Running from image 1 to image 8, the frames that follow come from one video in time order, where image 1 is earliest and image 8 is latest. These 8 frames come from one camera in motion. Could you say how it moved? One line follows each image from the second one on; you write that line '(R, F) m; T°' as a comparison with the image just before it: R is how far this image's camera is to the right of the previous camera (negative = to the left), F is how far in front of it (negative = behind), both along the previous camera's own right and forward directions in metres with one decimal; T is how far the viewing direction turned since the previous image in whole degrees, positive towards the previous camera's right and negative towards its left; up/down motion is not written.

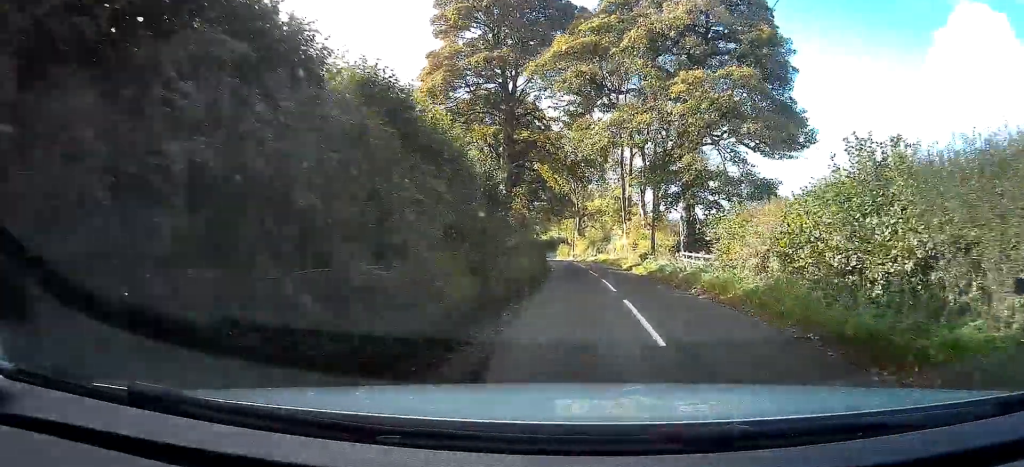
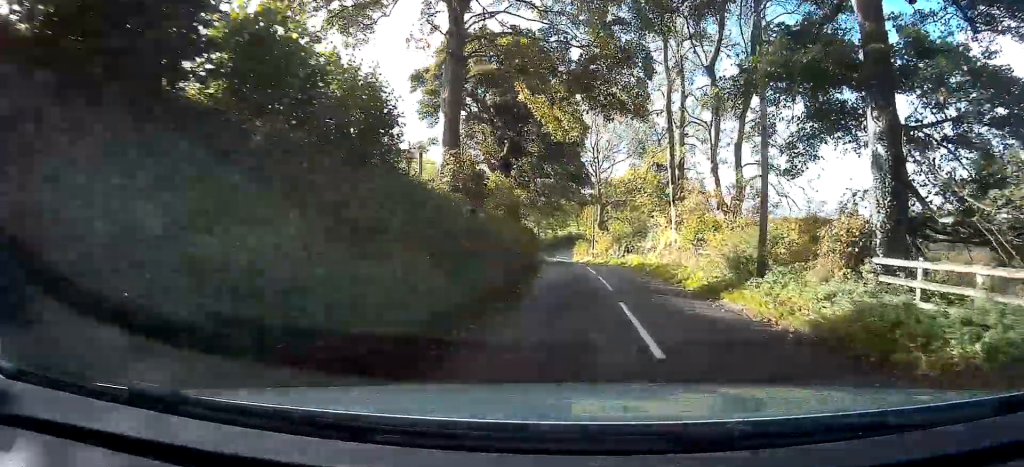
(-0.3, +18.6) m; -2°
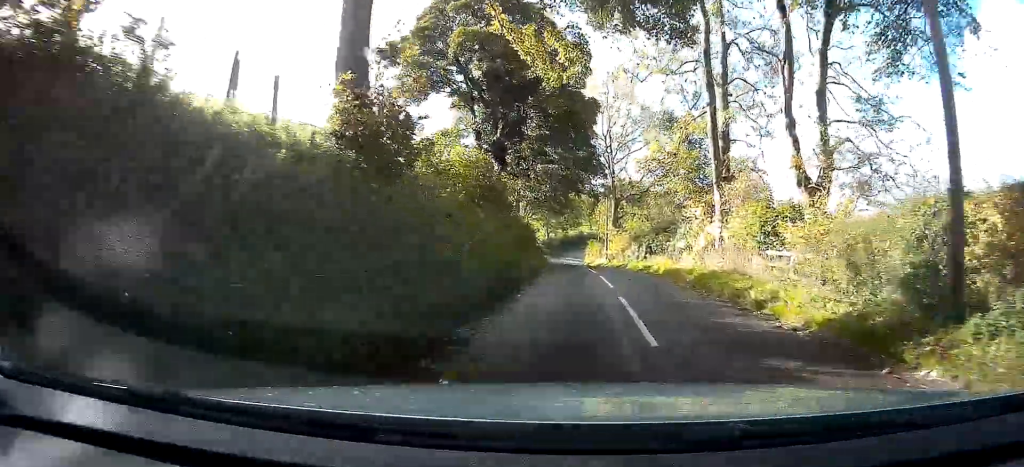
(0.0, +8.2) m; -1°
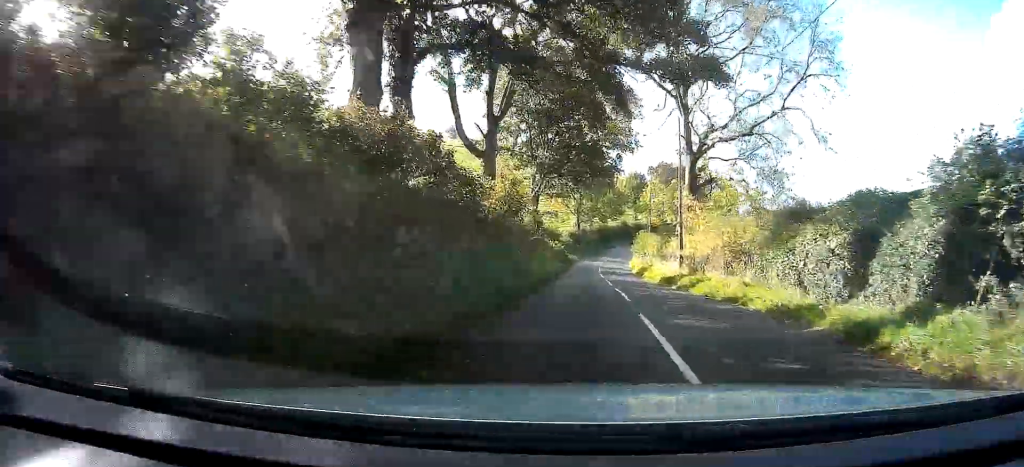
(-1.4, +29.5) m; -5°
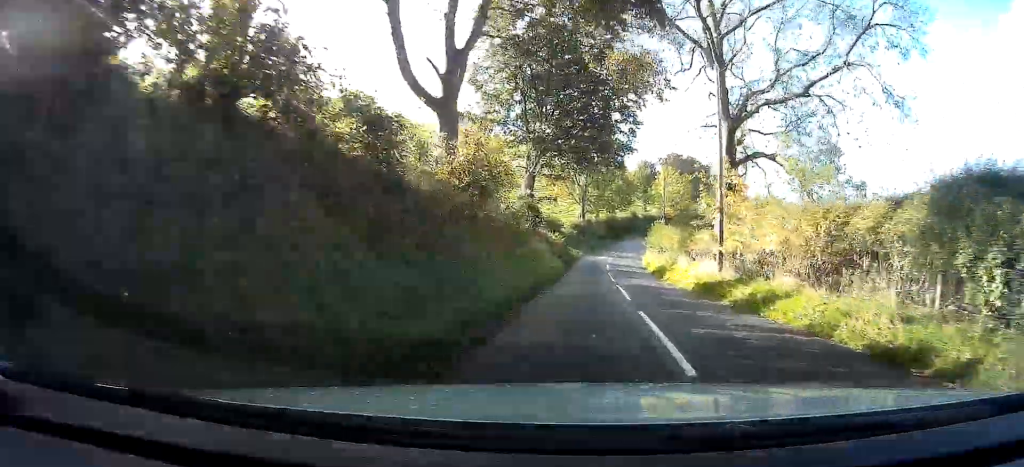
(-0.1, +8.1) m; 0°
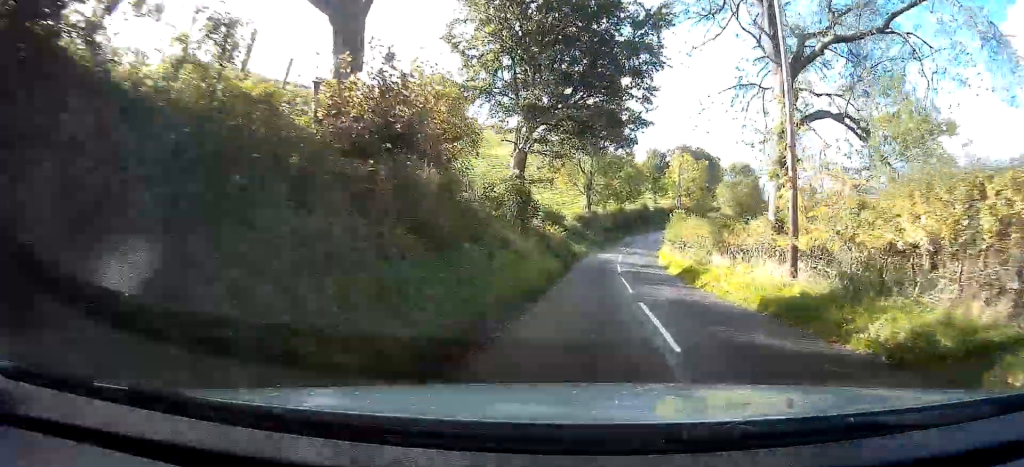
(0.0, +7.6) m; 0°
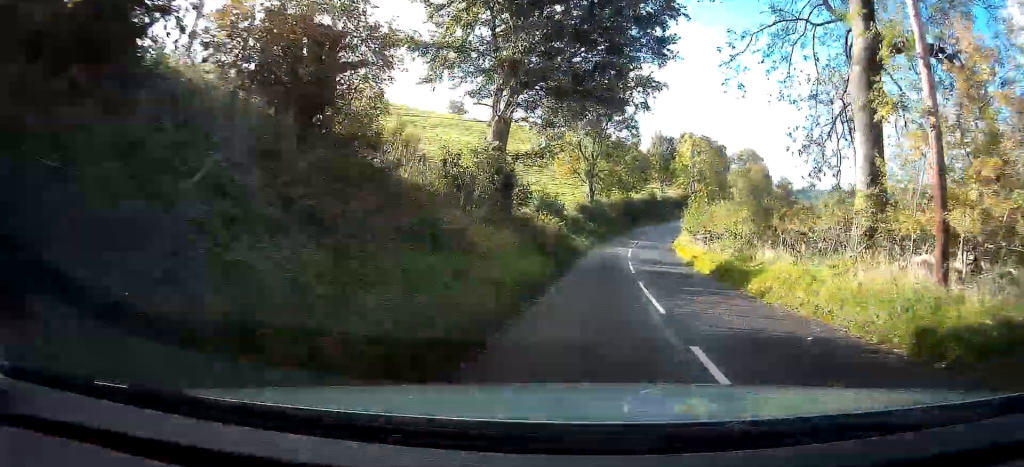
(0.0, +6.5) m; 0°
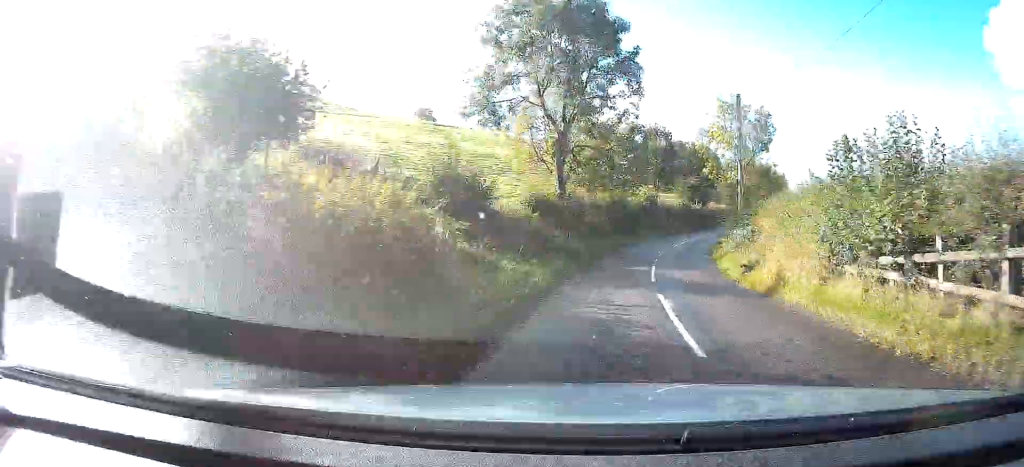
(+0.4, +21.7) m; +3°
